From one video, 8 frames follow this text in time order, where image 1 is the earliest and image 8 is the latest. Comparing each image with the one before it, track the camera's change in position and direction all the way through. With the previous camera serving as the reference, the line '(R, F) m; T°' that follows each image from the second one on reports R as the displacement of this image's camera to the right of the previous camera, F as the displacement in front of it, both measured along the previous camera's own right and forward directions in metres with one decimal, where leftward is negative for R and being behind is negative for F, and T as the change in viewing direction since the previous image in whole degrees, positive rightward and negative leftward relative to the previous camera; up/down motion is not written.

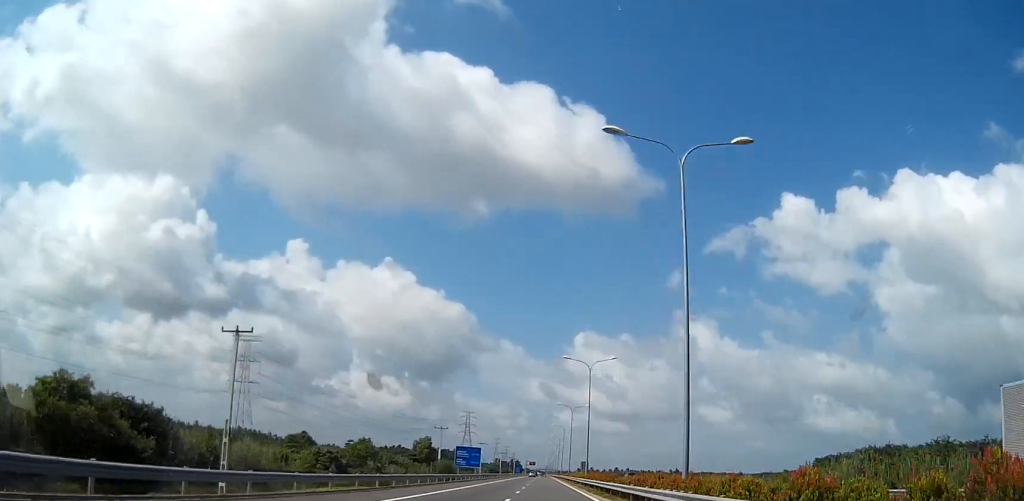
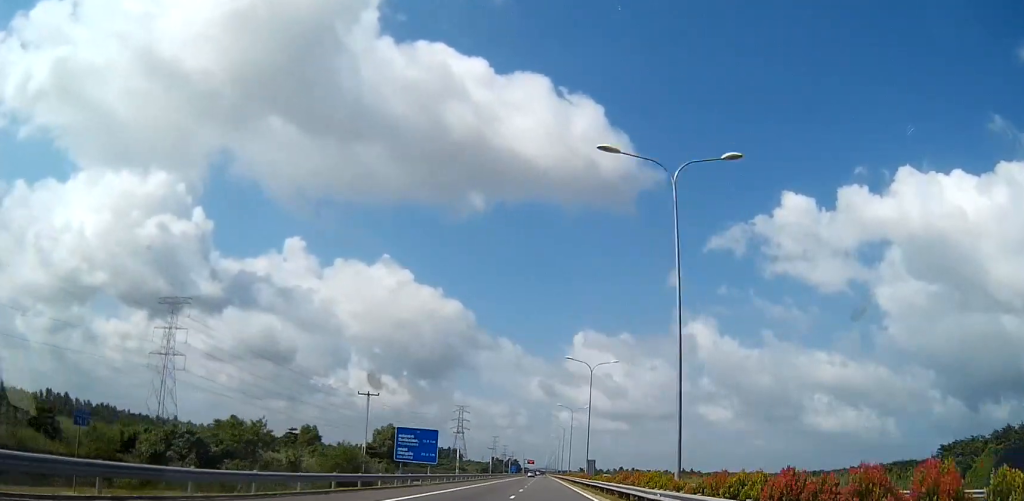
(+0.3, +44.4) m; 0°
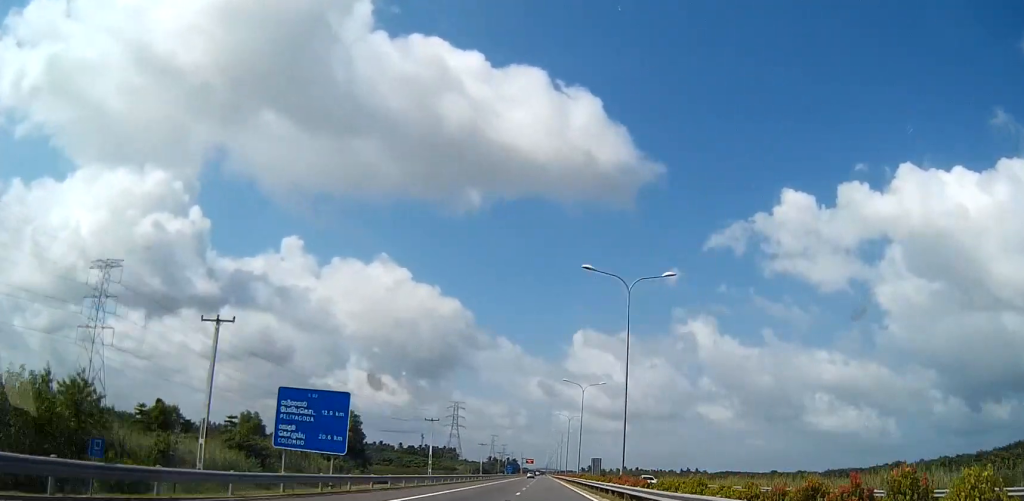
(-0.1, +30.2) m; 0°
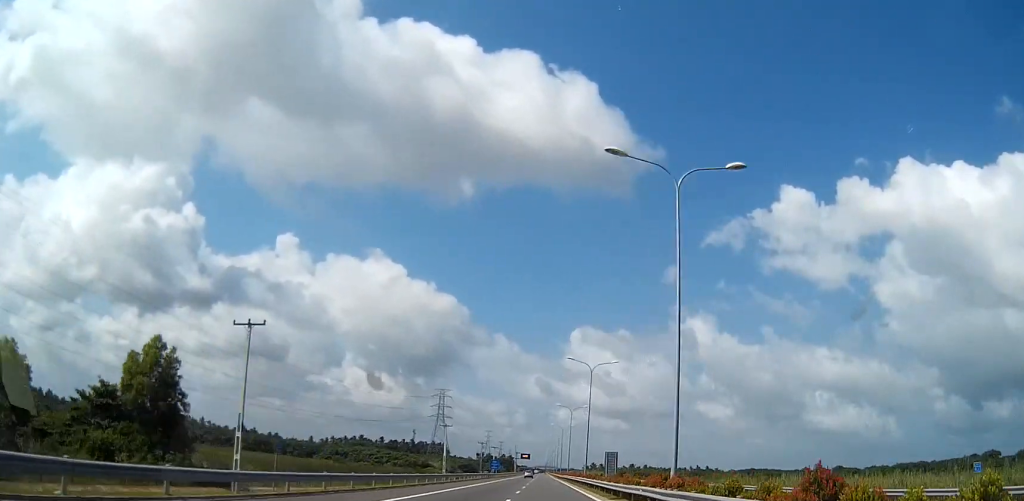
(0.0, +59.3) m; 0°
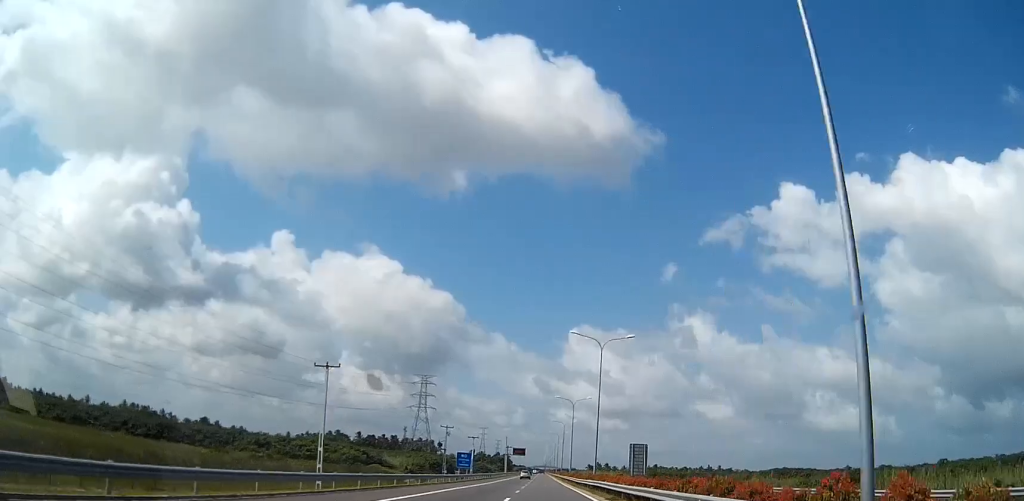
(+0.1, +58.3) m; -1°
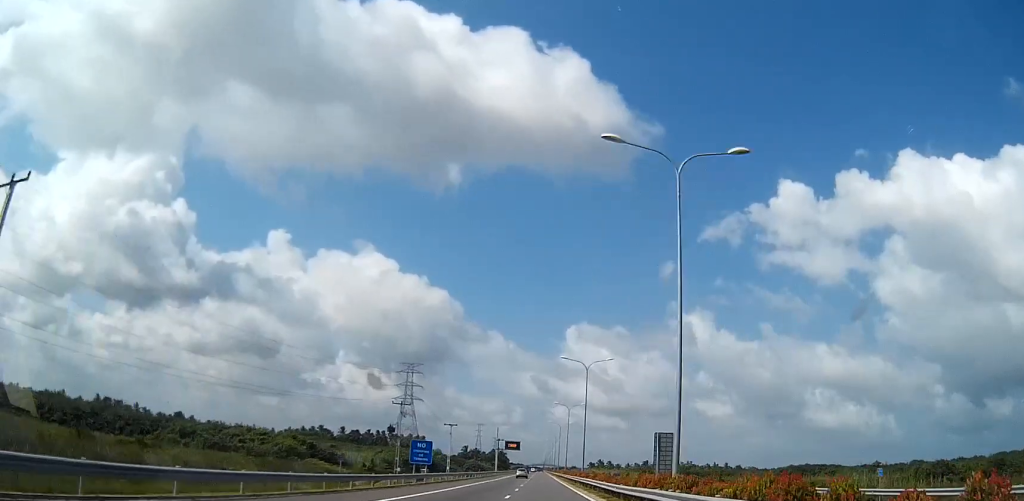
(-0.4, +32.8) m; 0°
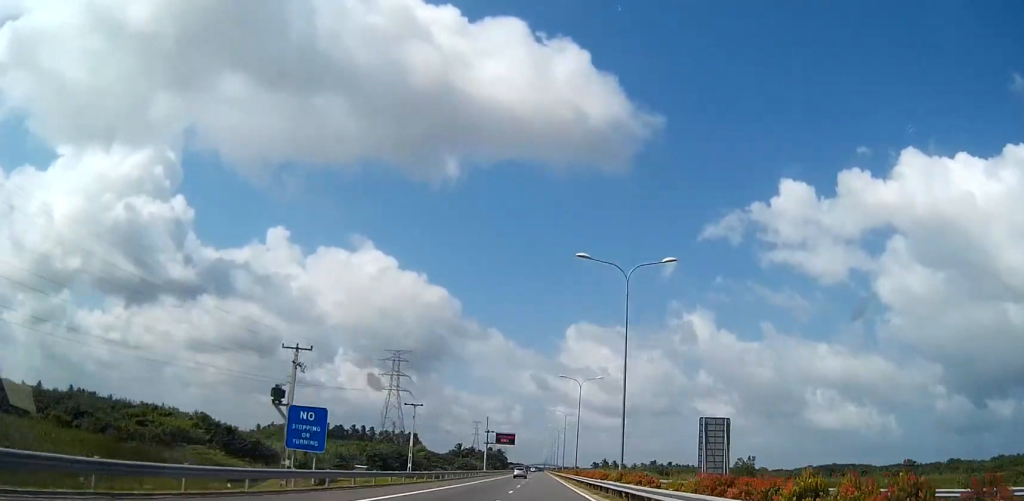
(-0.1, +31.5) m; 0°
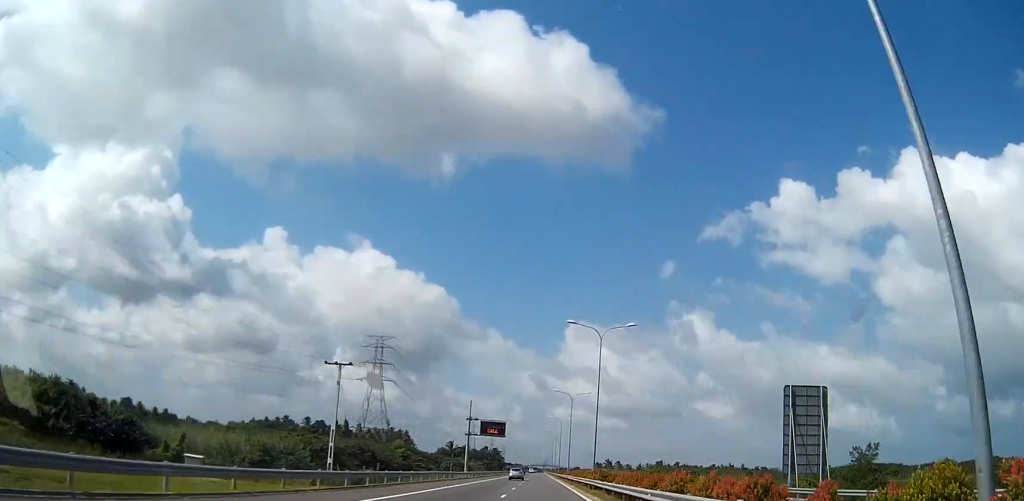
(+0.4, +28.6) m; +1°
